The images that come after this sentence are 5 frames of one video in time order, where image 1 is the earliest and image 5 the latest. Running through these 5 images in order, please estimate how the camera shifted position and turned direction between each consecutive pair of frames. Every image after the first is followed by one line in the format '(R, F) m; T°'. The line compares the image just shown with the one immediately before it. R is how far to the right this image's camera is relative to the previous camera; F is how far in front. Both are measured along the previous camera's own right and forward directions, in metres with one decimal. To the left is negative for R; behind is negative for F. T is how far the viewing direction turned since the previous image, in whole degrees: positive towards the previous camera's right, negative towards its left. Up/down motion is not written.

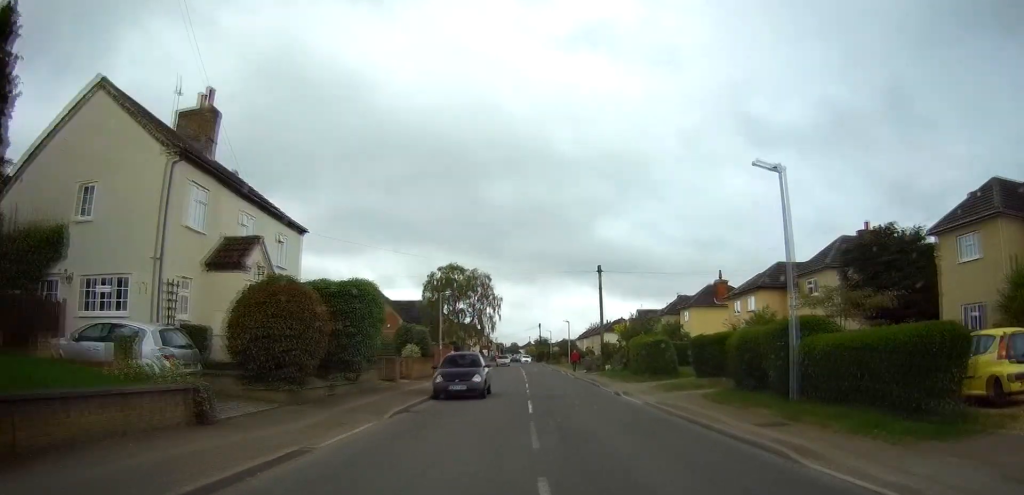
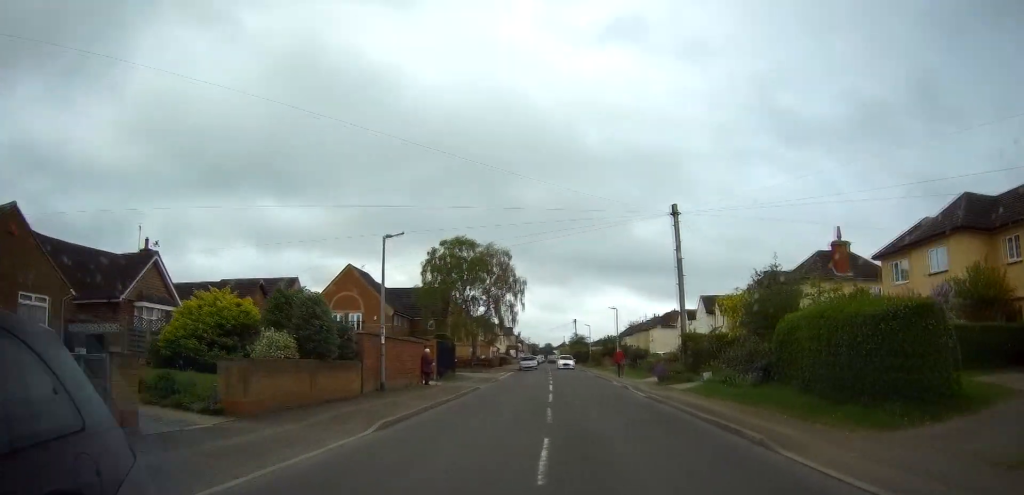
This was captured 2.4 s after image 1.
(+1.9, +20.7) m; +2°
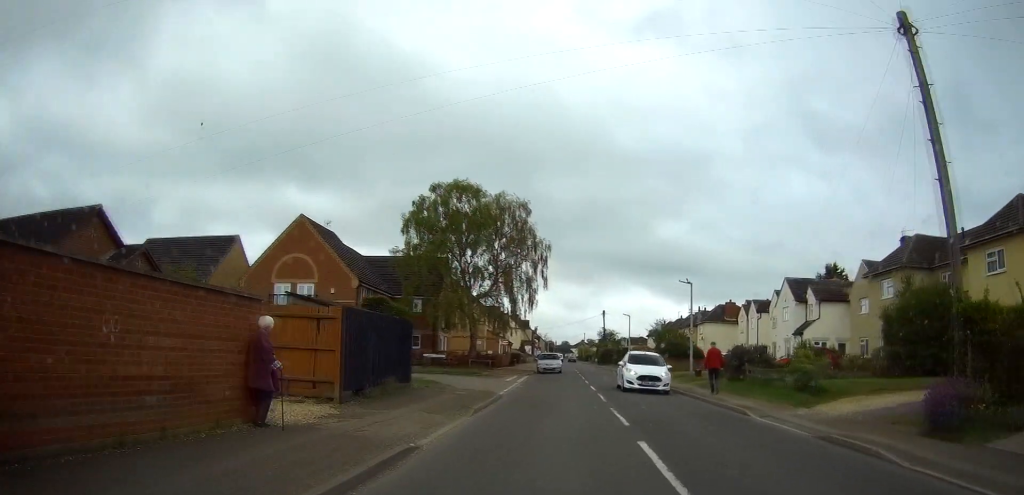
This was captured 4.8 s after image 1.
(-1.3, +19.9) m; -4°
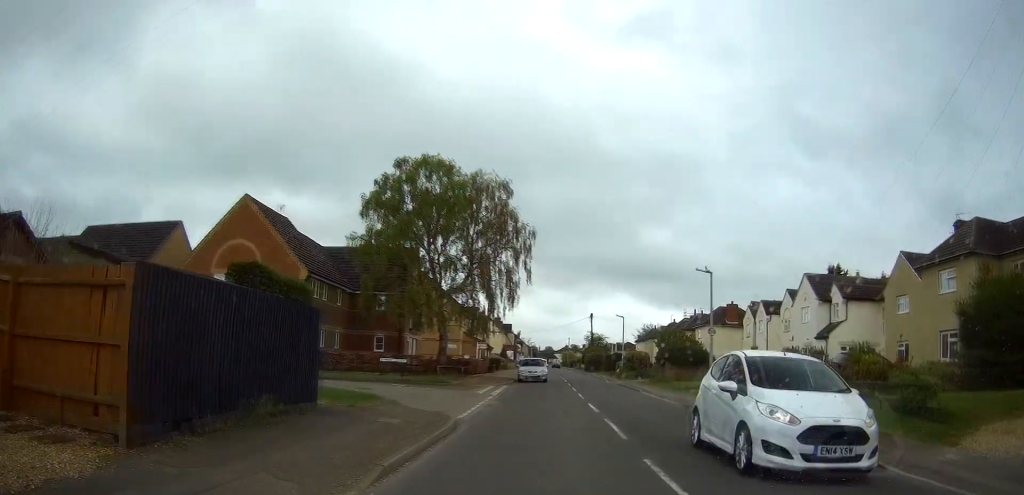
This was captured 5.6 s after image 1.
(-0.4, +7.2) m; 0°
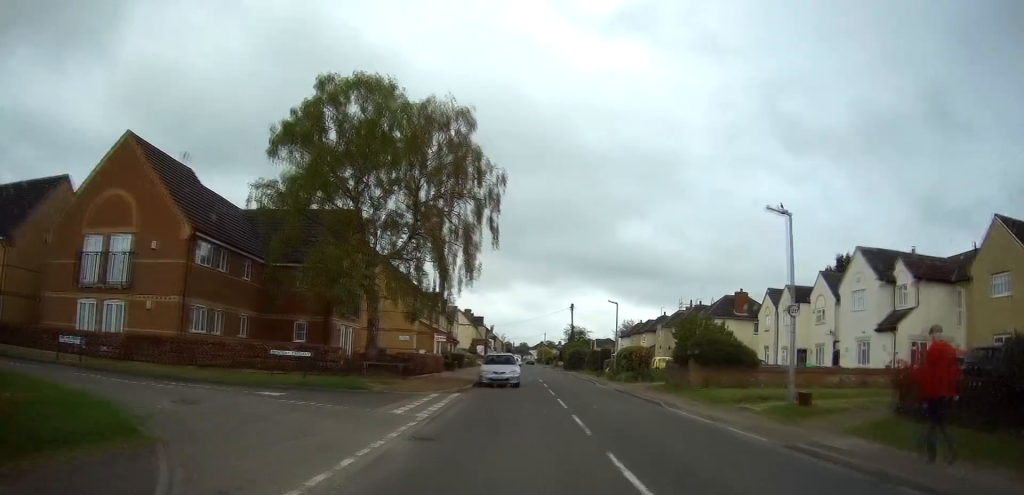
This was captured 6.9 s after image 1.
(+0.6, +11.4) m; +4°
